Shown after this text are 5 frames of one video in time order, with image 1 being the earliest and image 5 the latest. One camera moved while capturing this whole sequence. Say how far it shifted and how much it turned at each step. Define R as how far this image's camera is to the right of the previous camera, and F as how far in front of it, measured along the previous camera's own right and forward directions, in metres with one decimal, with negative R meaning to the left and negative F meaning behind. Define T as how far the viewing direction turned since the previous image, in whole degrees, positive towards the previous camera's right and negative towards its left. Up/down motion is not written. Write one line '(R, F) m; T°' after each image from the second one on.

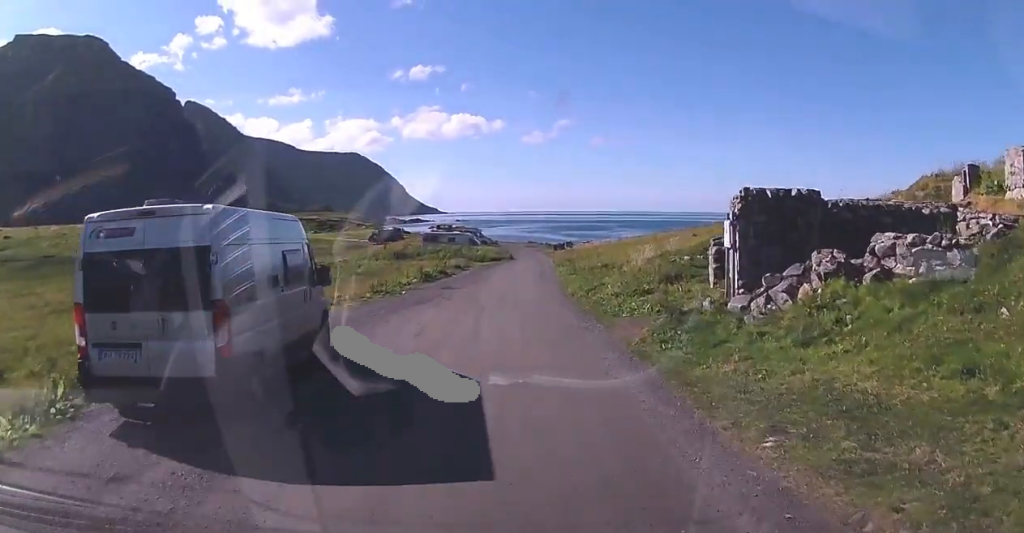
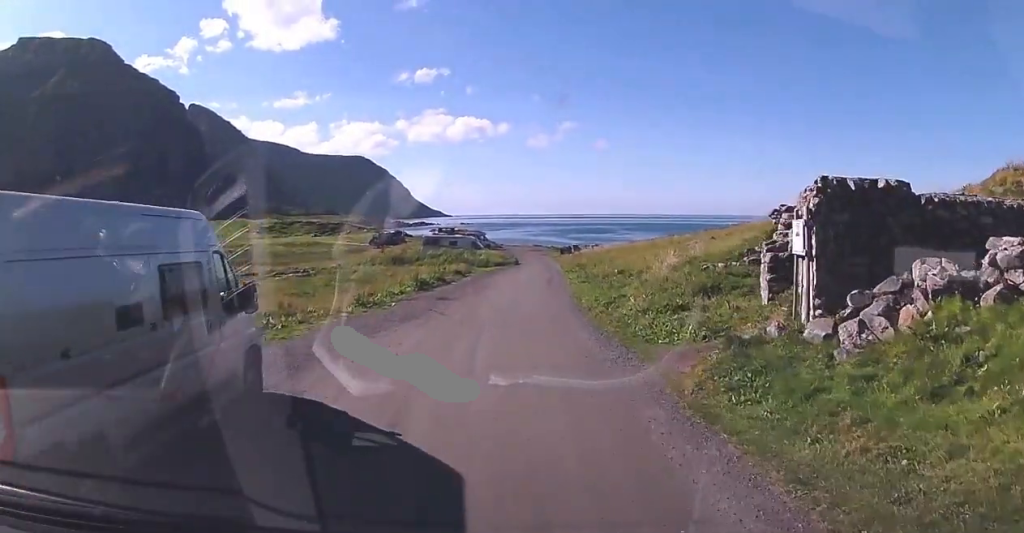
(0.0, +3.7) m; +1°
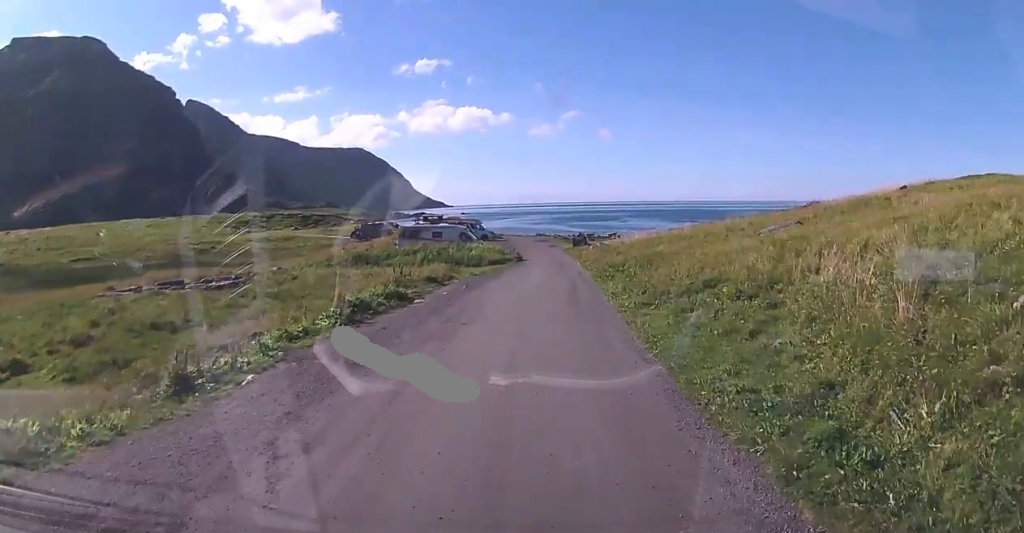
(-0.2, +15.2) m; -3°
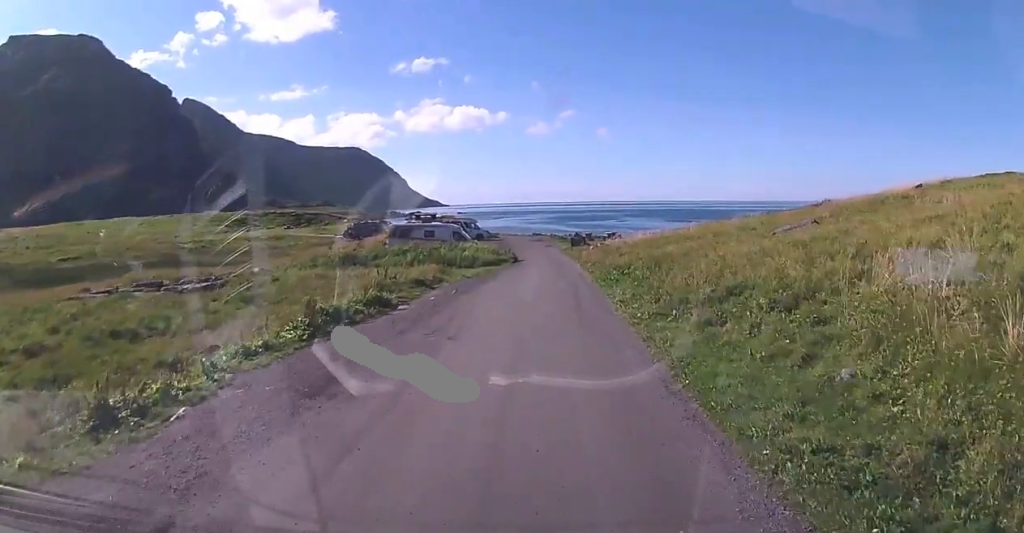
(-0.1, +2.5) m; -1°
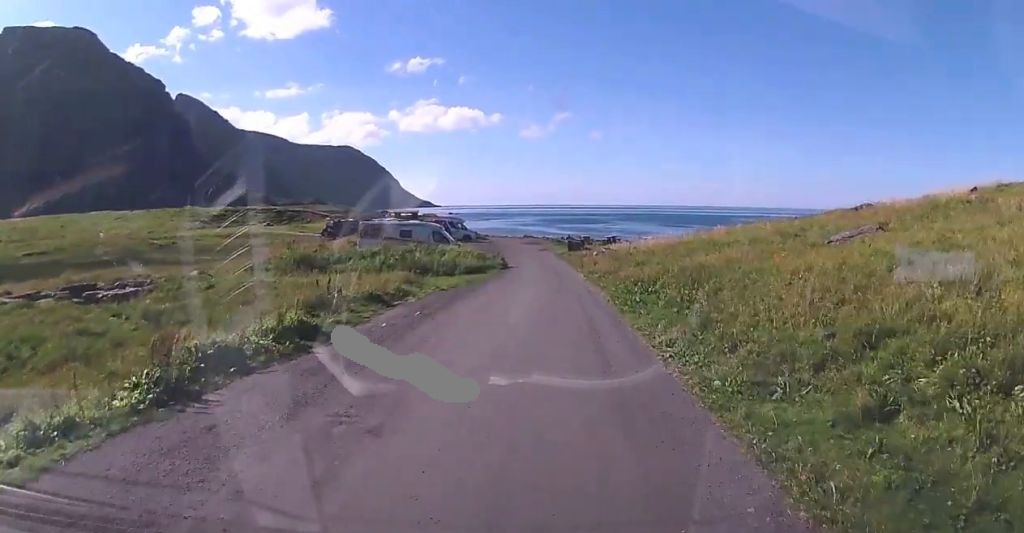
(+0.2, +6.9) m; +2°
